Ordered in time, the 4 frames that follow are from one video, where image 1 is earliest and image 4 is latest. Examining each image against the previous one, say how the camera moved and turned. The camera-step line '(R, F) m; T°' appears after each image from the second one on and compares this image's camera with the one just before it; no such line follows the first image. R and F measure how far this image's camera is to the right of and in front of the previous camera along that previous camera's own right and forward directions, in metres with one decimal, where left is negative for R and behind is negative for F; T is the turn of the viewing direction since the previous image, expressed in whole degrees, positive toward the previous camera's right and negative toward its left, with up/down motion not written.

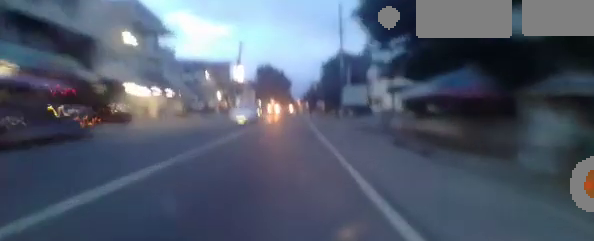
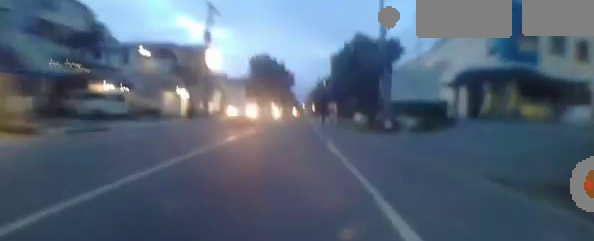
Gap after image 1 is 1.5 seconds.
(-0.2, +19.7) m; -4°
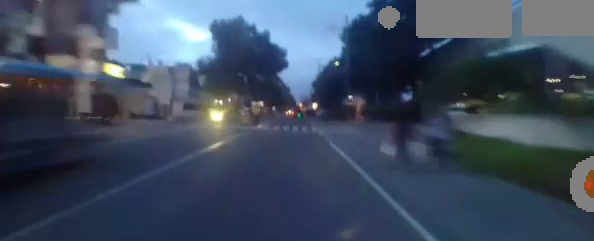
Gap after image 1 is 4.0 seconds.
(-1.3, +28.2) m; +1°
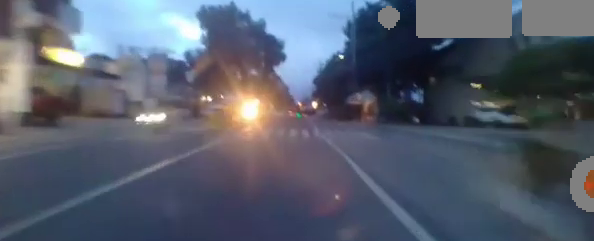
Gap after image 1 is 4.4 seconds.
(+0.1, +4.8) m; +2°
